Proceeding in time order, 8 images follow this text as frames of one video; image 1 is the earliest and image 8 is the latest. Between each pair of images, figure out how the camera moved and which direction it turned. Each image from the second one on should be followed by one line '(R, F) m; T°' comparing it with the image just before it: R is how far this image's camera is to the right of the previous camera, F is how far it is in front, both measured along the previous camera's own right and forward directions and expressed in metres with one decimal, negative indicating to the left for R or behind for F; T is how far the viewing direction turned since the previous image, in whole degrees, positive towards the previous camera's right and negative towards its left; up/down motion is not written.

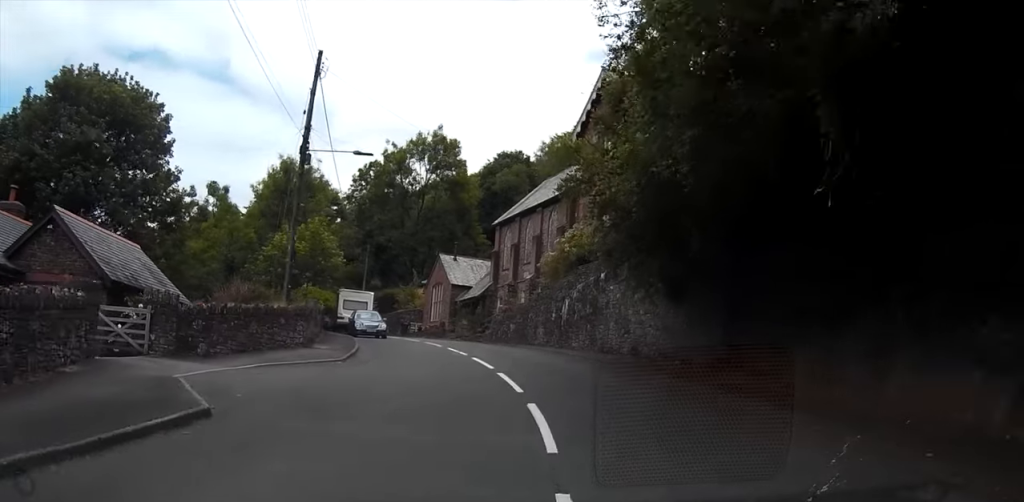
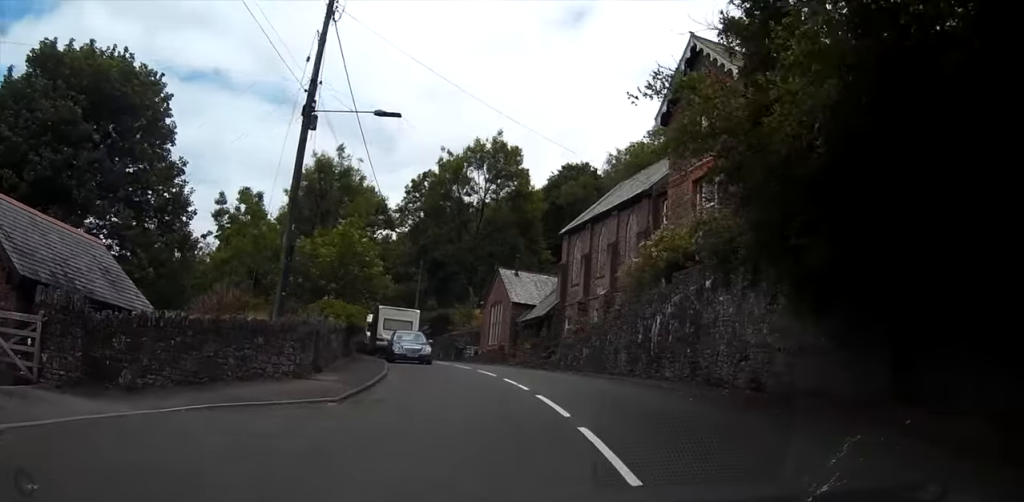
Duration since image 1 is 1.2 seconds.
(-0.1, +4.5) m; 0°
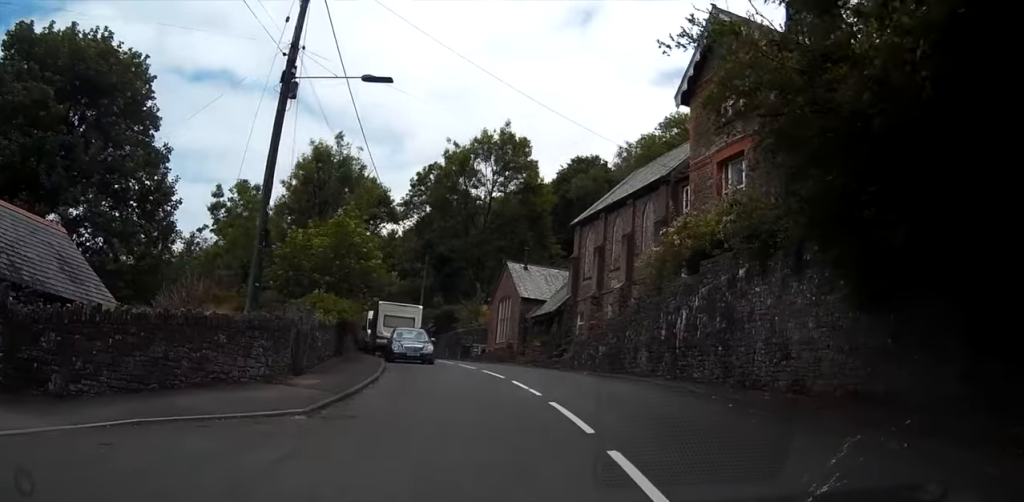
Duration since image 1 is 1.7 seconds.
(0.0, +2.1) m; +1°
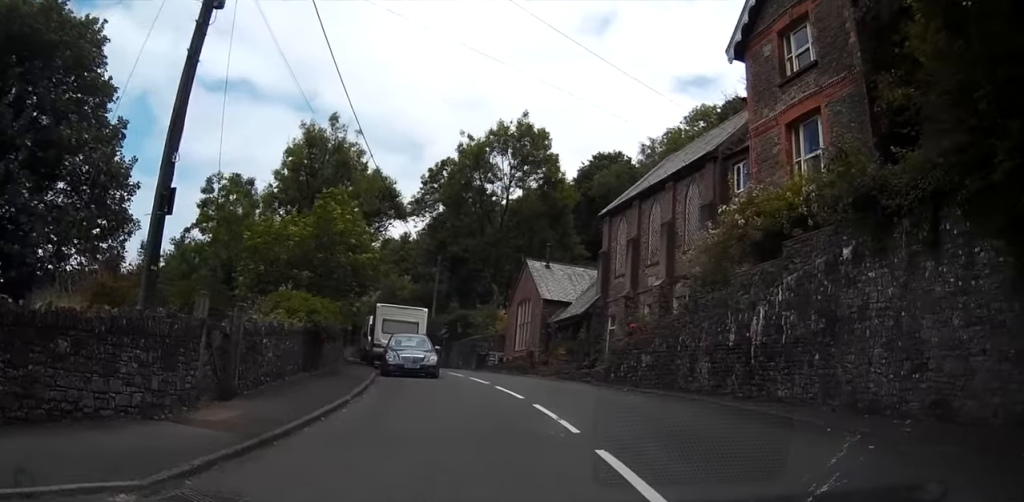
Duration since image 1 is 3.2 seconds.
(+0.1, +5.6) m; -4°
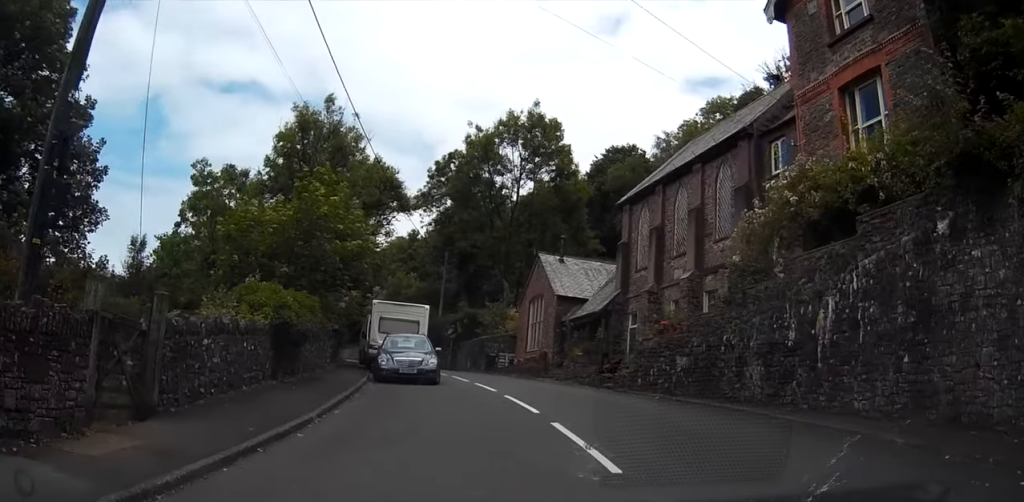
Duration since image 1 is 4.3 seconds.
(-0.4, +4.1) m; -10°
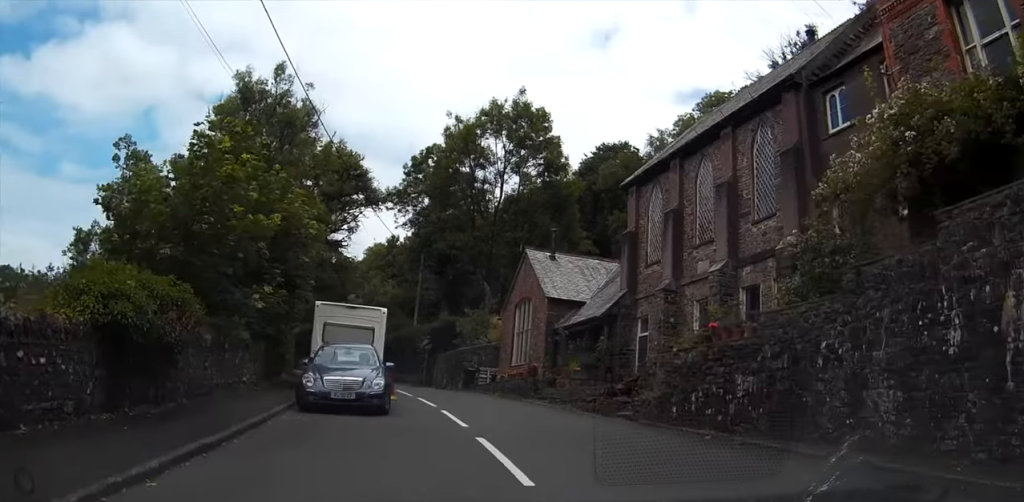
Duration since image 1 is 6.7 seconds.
(-1.1, +9.4) m; -9°
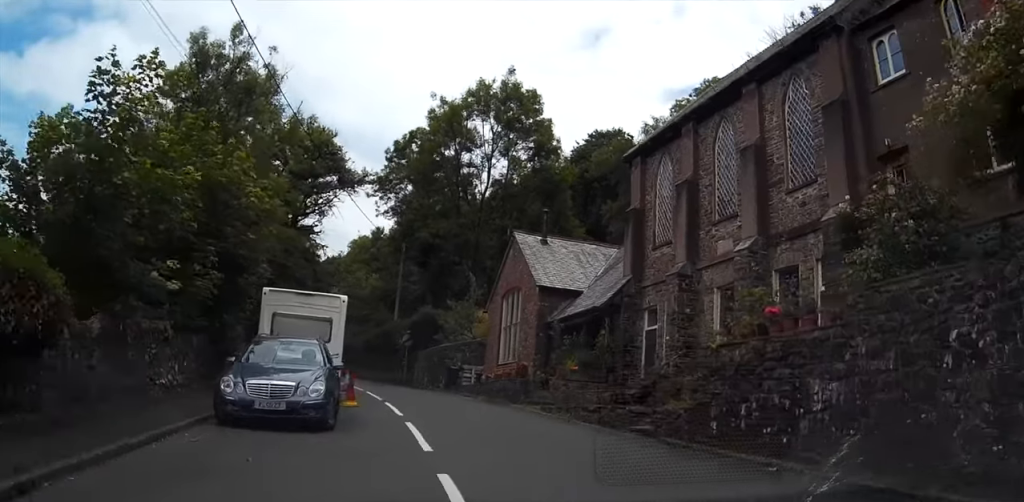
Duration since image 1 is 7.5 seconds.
(0.0, +4.1) m; -1°
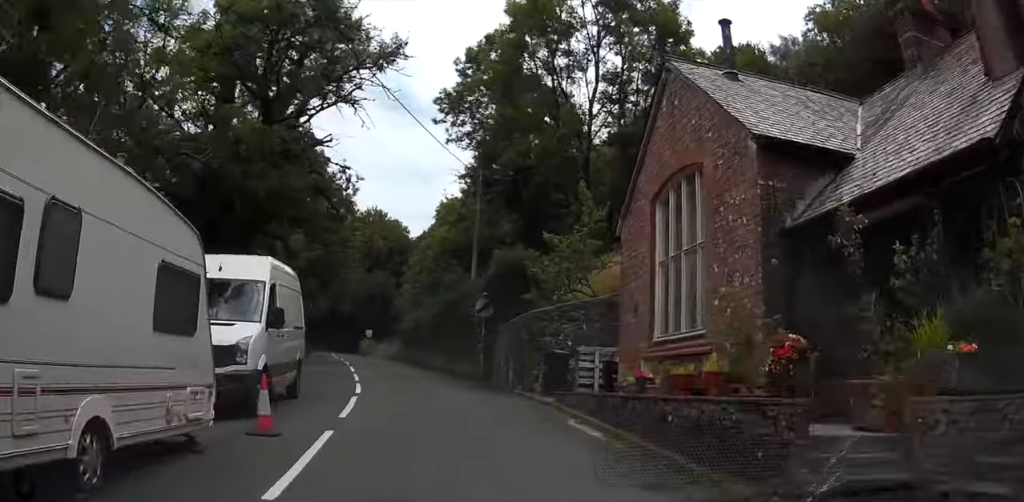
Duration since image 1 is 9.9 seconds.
(-0.7, +14.2) m; -7°
